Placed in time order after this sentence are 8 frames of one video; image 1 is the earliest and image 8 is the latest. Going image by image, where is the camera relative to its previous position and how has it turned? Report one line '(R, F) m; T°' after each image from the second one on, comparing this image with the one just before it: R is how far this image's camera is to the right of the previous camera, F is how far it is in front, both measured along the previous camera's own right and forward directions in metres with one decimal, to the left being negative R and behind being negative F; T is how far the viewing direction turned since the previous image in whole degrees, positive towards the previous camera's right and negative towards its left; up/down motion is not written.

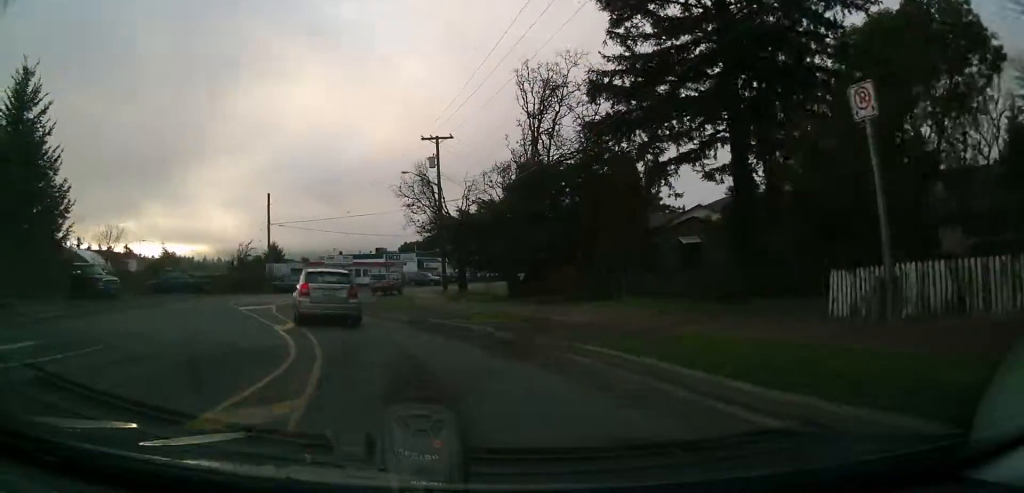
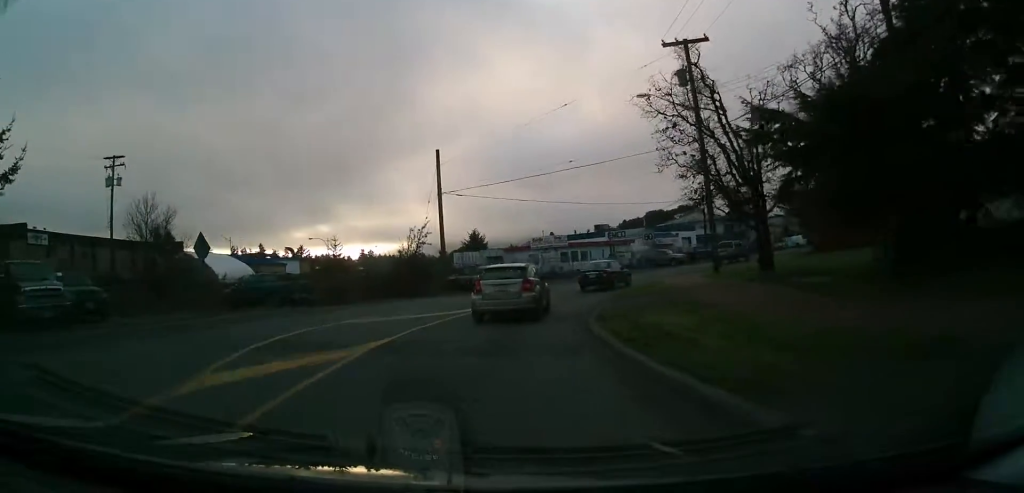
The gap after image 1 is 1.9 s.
(-2.6, +19.1) m; -12°
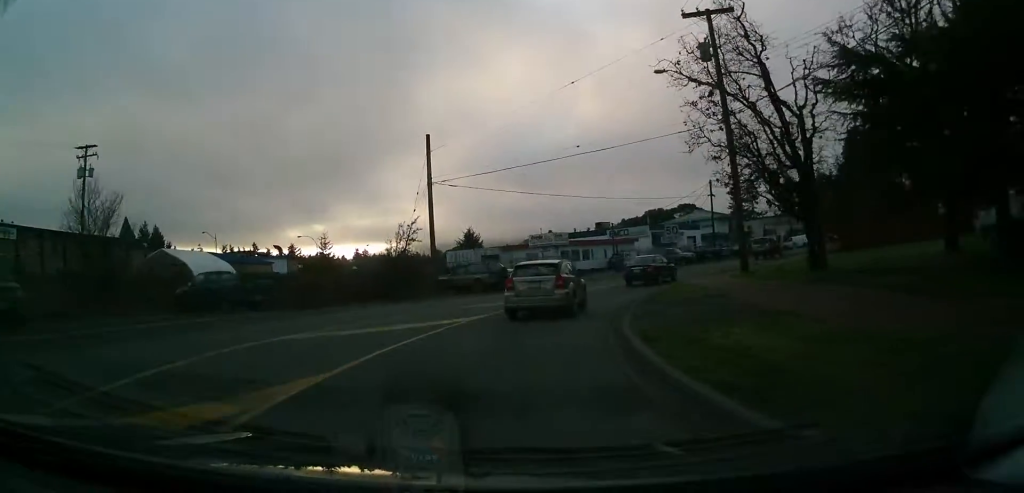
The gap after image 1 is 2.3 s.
(-0.1, +4.5) m; +1°
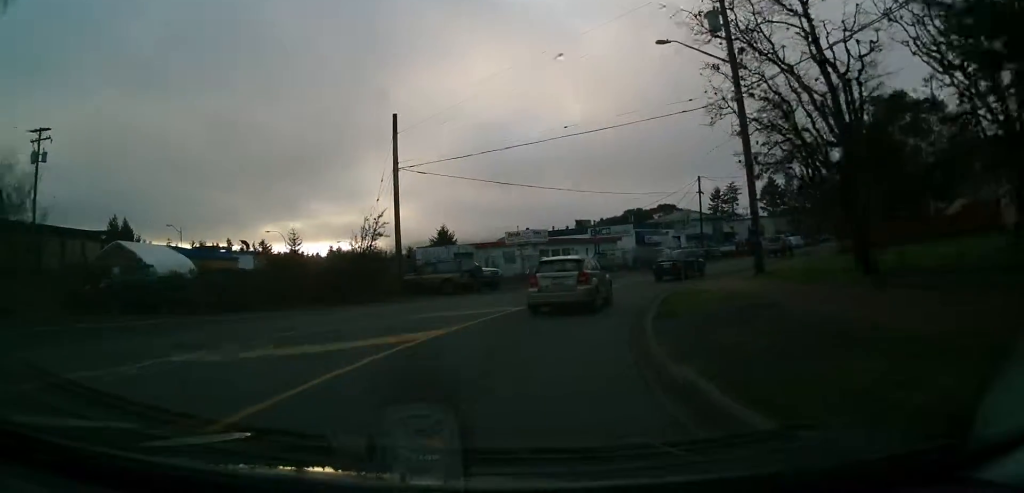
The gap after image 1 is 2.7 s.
(-0.1, +4.5) m; +1°
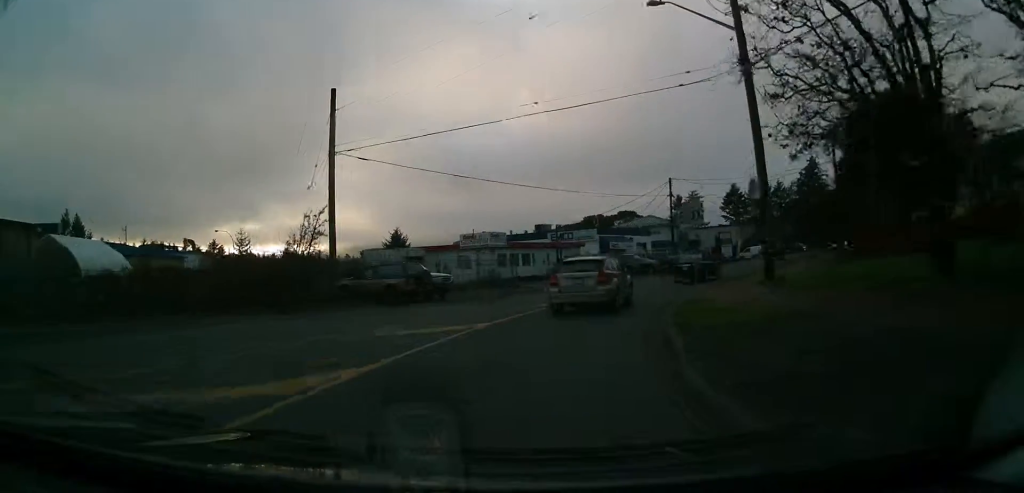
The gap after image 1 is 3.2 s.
(+0.3, +5.2) m; +5°
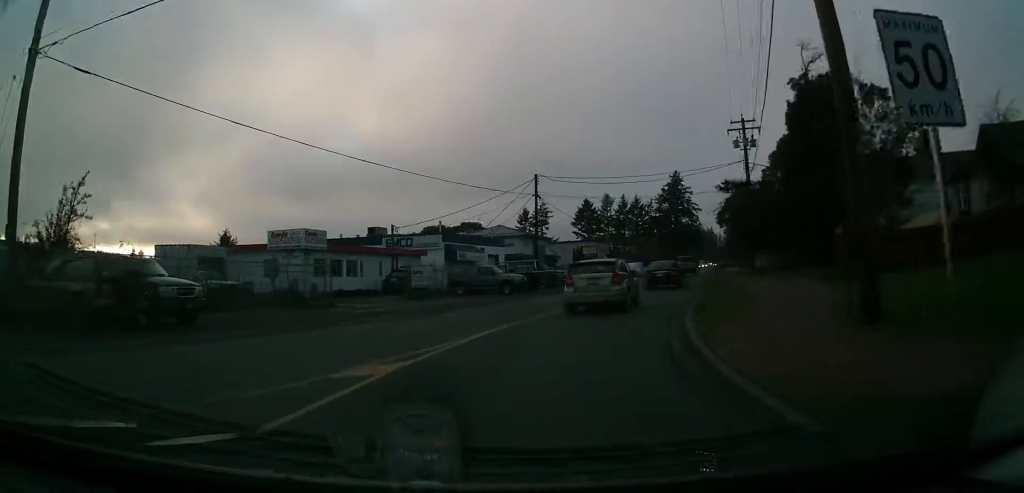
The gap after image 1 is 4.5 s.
(+1.4, +13.1) m; +12°
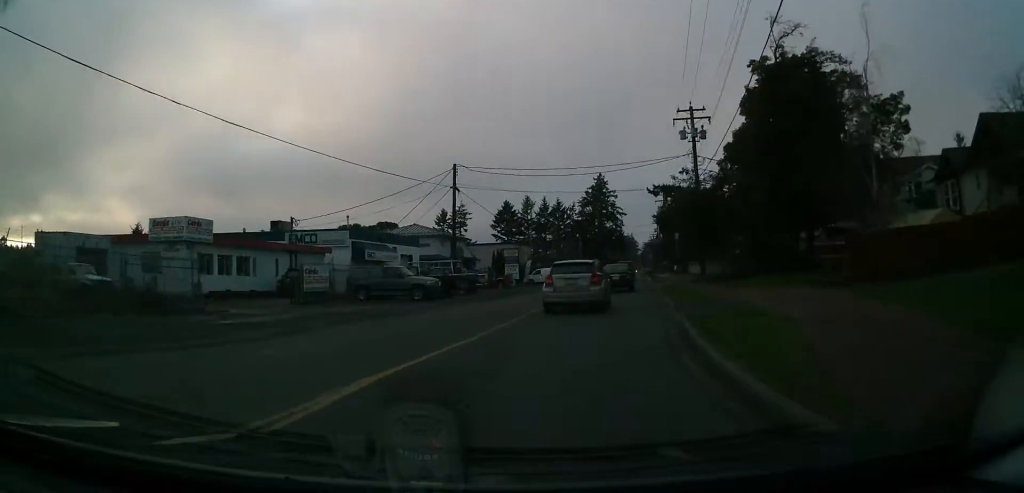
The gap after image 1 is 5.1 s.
(+0.3, +6.3) m; +4°
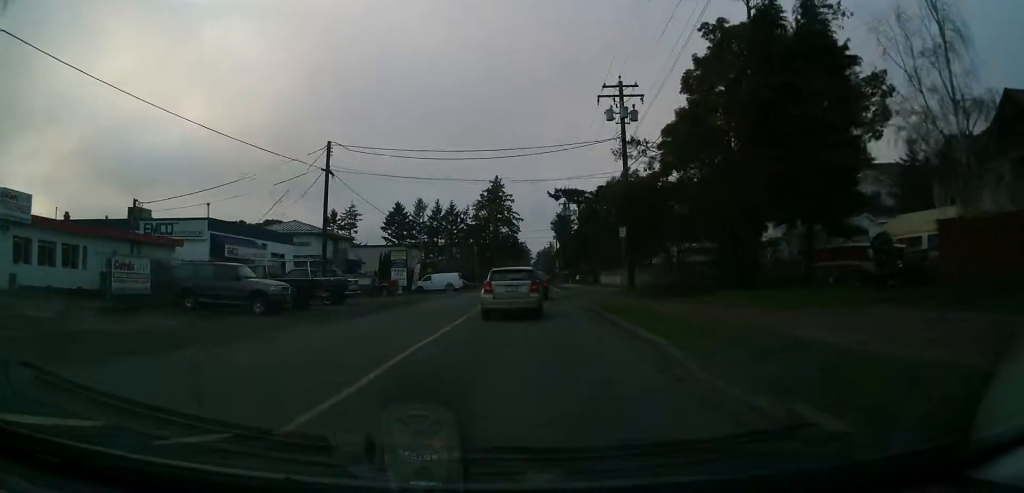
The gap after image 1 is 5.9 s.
(+0.4, +8.8) m; +6°
